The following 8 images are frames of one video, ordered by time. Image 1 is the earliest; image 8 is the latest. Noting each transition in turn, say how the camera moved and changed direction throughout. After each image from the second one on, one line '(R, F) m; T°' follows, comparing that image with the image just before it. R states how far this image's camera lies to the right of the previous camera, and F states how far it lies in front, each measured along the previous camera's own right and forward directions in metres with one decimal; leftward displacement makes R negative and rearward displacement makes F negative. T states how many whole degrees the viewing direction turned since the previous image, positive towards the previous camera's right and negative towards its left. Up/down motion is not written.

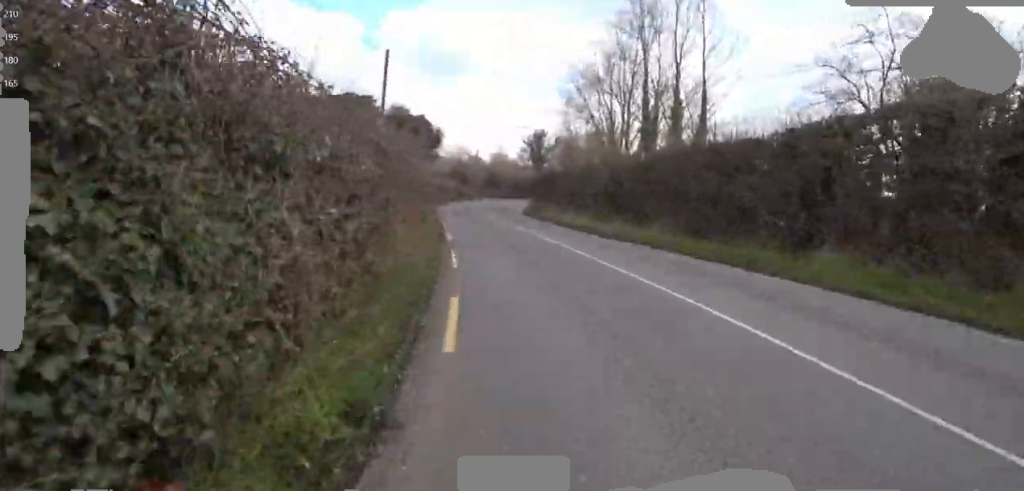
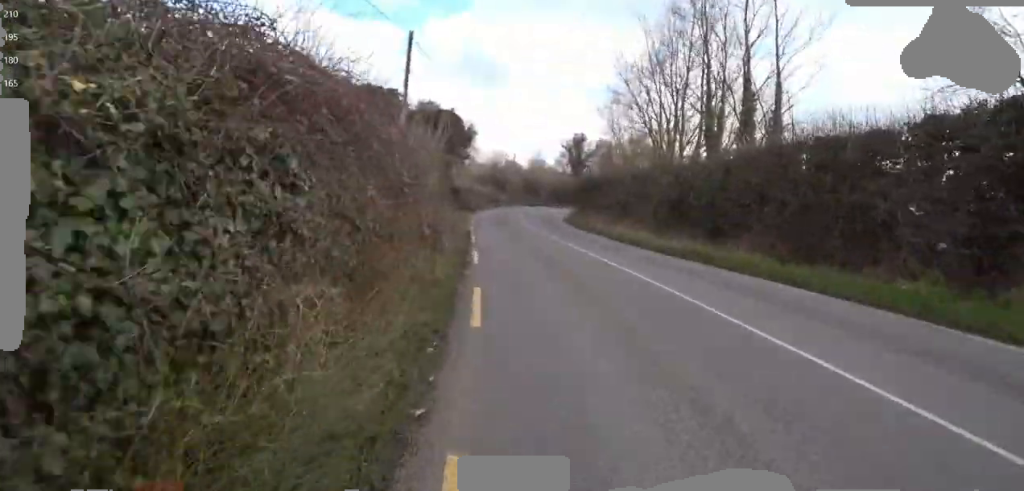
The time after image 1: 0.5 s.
(0.0, +3.0) m; -4°
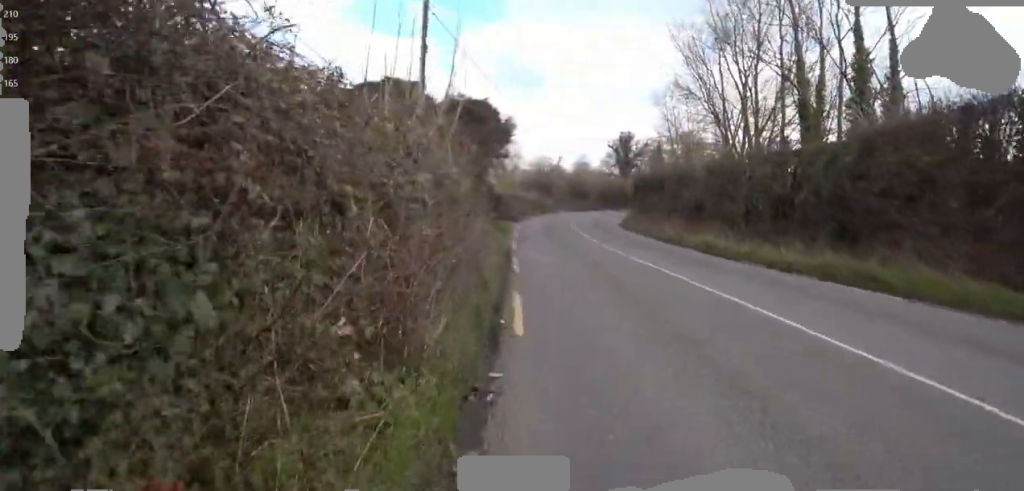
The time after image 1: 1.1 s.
(-0.3, +3.9) m; -4°
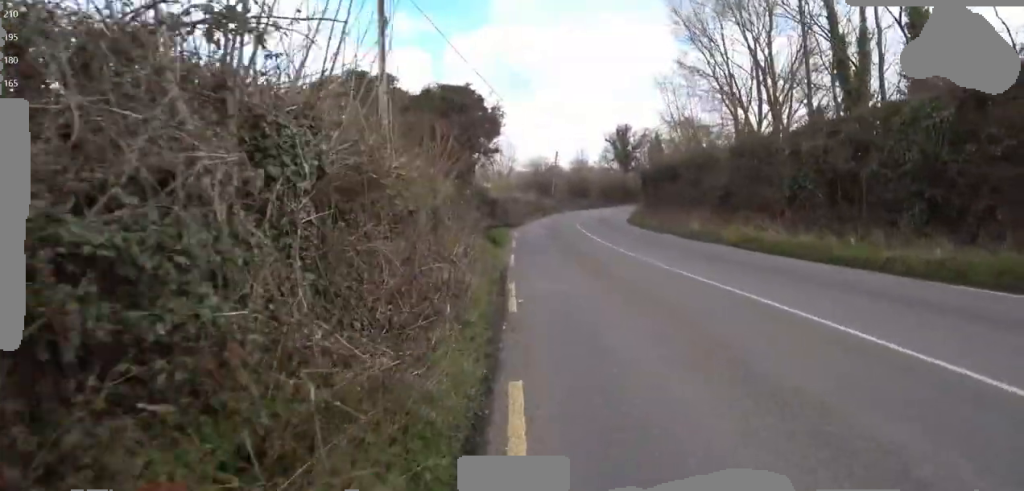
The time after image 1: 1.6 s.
(-0.1, +2.8) m; -2°
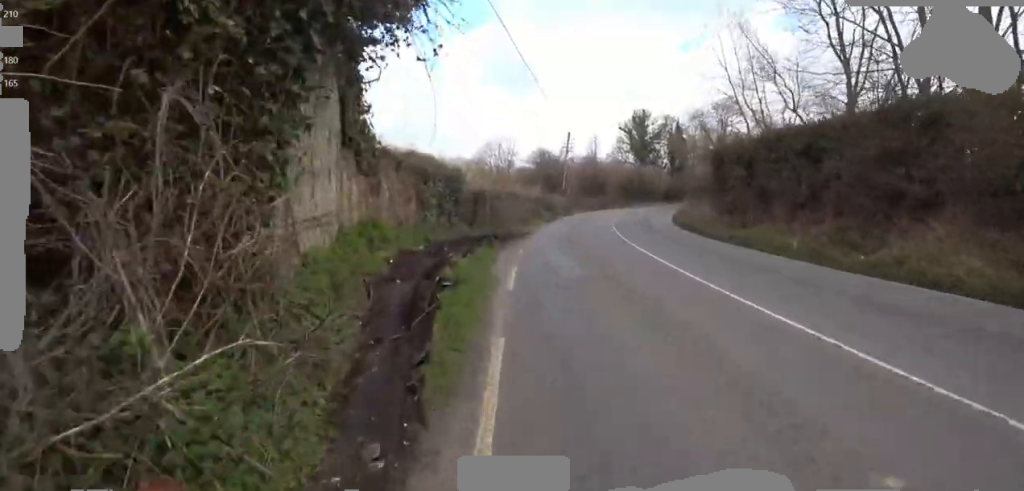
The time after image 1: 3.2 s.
(-0.3, +10.6) m; +7°
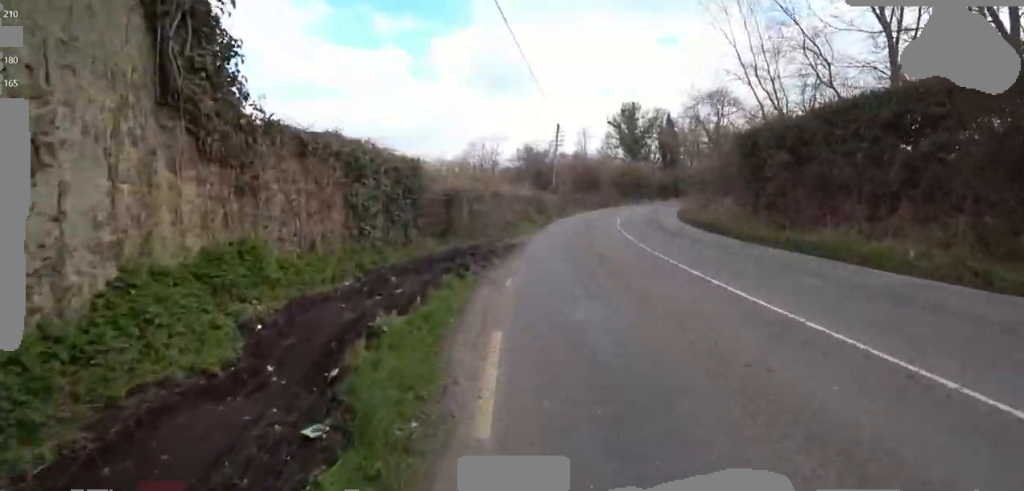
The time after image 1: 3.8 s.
(+0.4, +3.5) m; +6°
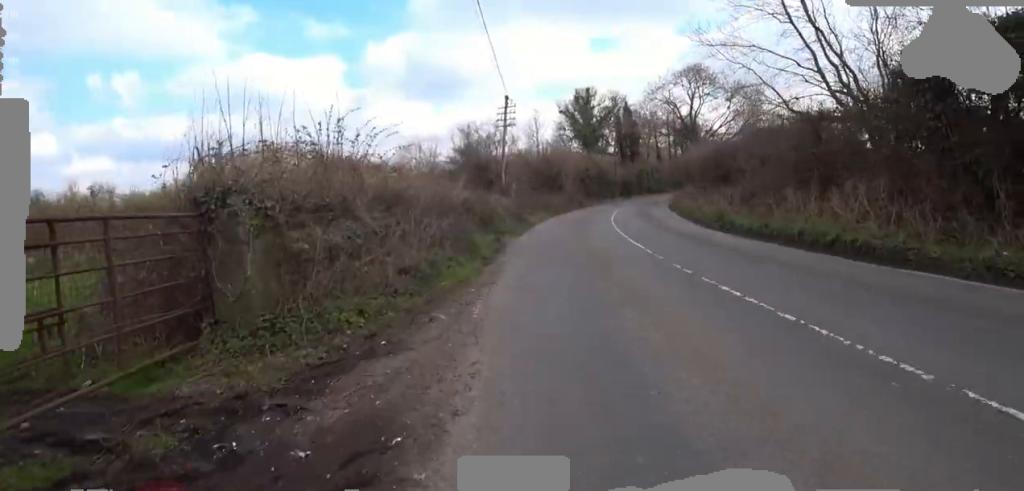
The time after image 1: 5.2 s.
(+1.0, +8.8) m; +4°
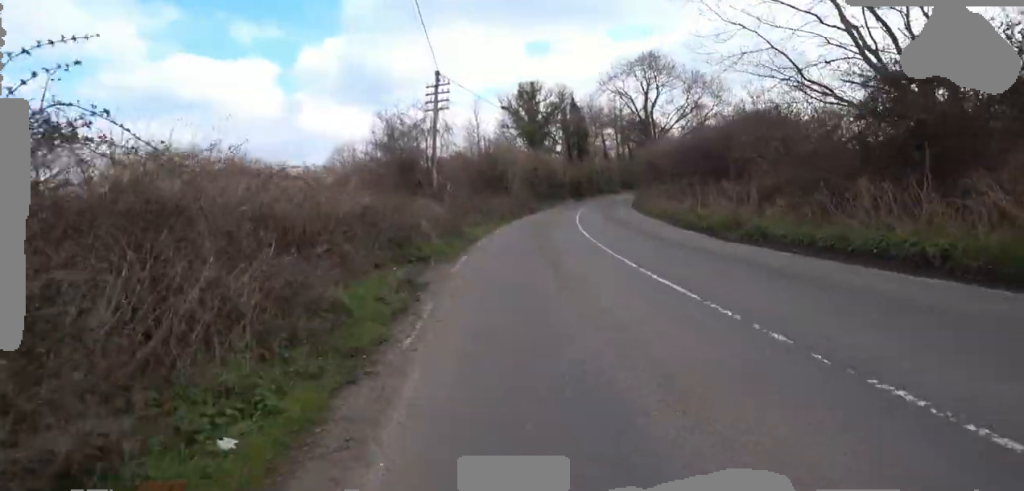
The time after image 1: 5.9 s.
(-0.2, +4.5) m; -1°
